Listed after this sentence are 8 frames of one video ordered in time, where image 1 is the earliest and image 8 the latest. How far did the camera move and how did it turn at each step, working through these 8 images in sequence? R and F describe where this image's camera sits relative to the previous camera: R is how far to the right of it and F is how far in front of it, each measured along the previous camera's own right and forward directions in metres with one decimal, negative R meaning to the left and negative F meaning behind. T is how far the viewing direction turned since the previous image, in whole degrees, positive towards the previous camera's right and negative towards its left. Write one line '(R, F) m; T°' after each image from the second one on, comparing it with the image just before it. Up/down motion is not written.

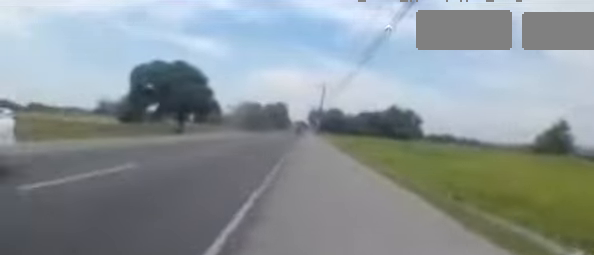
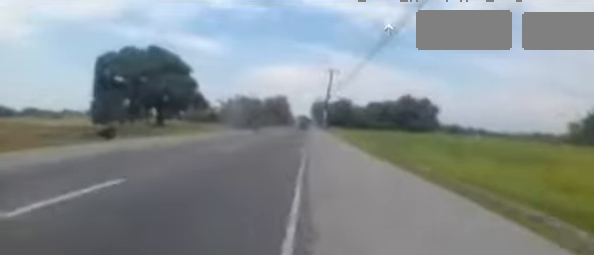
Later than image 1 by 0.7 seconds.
(-0.1, +10.6) m; +1°
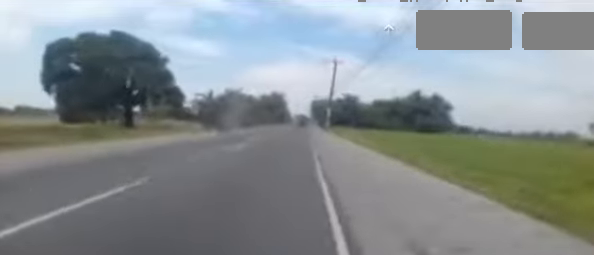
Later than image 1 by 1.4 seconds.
(+0.1, +9.4) m; +1°
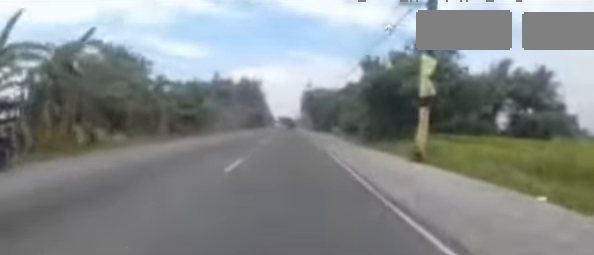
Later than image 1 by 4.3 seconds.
(+0.4, +40.0) m; +2°
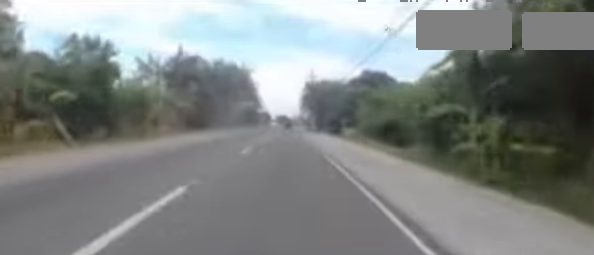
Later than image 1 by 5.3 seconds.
(0.0, +13.6) m; 0°
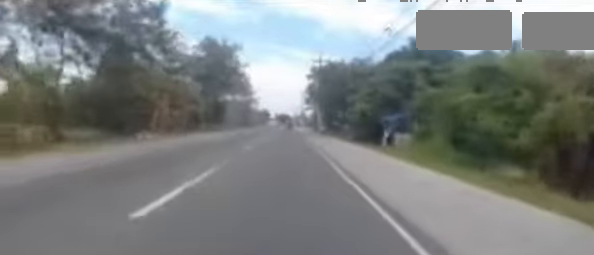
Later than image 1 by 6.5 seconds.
(0.0, +17.1) m; 0°
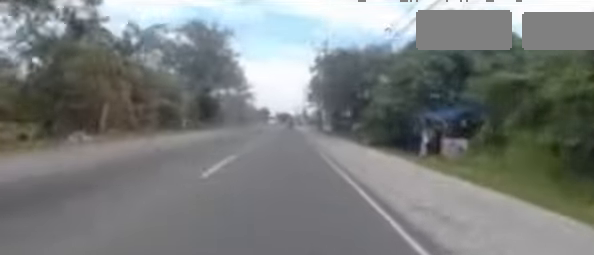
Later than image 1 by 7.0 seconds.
(0.0, +6.3) m; 0°
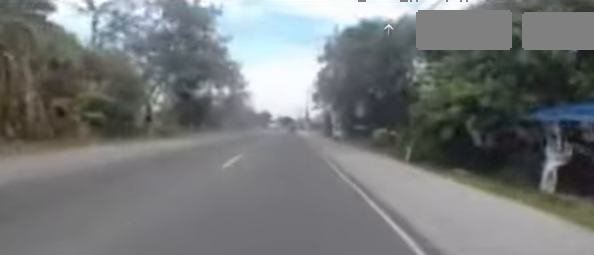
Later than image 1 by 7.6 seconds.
(0.0, +7.9) m; -1°
